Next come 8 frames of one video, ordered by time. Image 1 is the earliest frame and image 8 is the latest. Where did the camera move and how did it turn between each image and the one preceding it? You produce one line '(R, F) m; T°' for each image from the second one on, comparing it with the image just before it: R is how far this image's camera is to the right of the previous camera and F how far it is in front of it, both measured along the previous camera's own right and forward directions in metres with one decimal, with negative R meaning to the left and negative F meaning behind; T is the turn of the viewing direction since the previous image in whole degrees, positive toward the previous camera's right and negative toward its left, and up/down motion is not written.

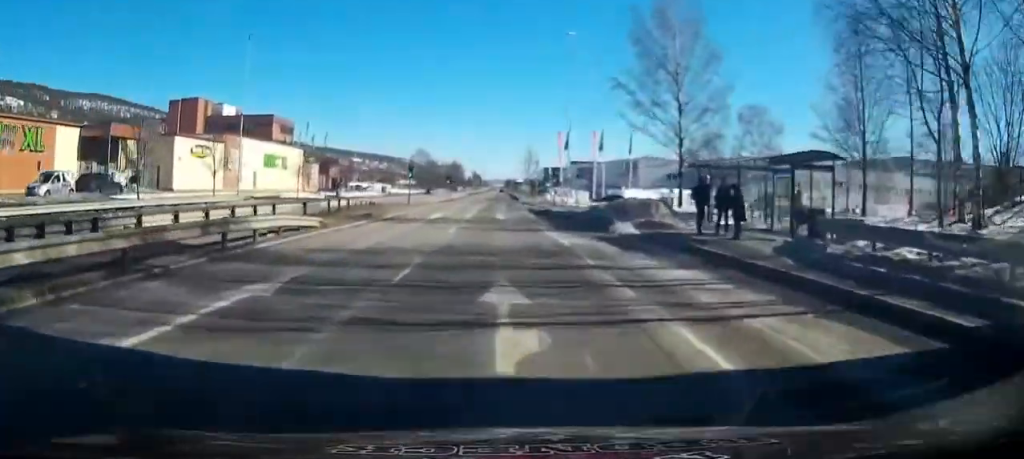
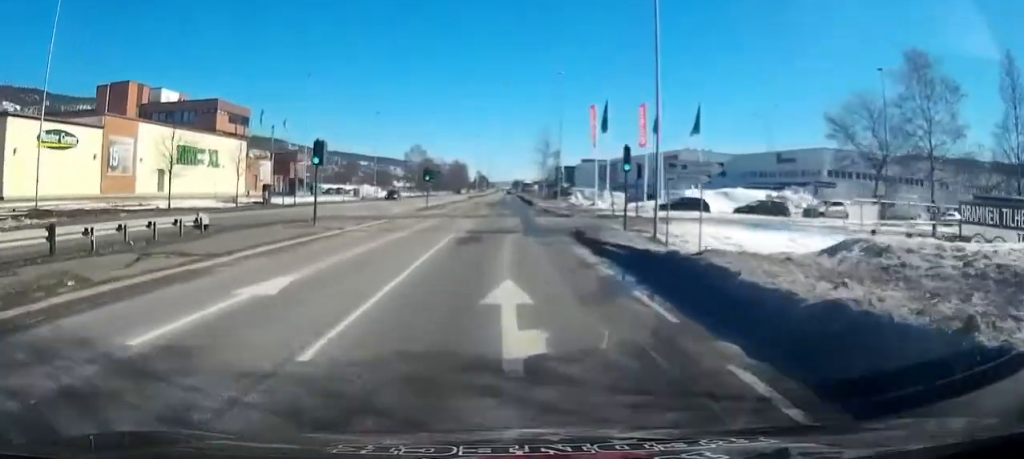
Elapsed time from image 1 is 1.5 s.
(+0.3, +26.7) m; +2°
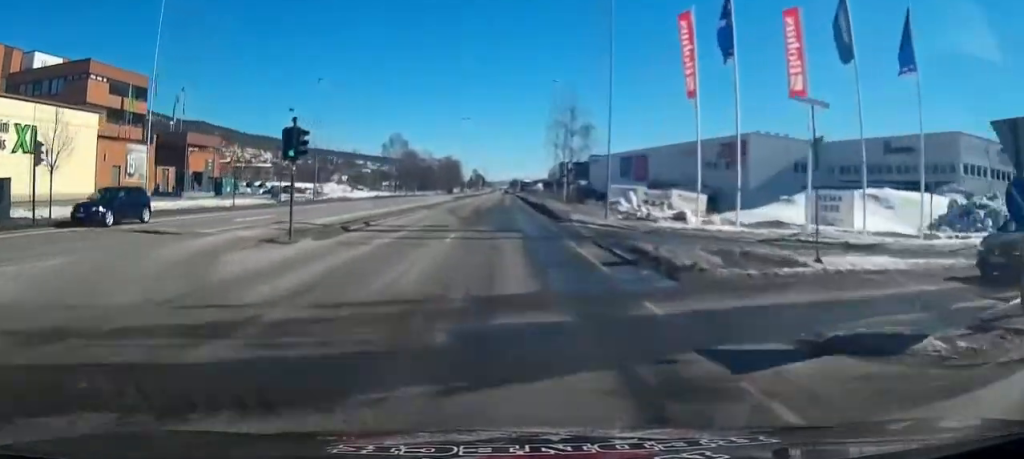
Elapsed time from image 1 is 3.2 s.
(0.0, +31.8) m; 0°
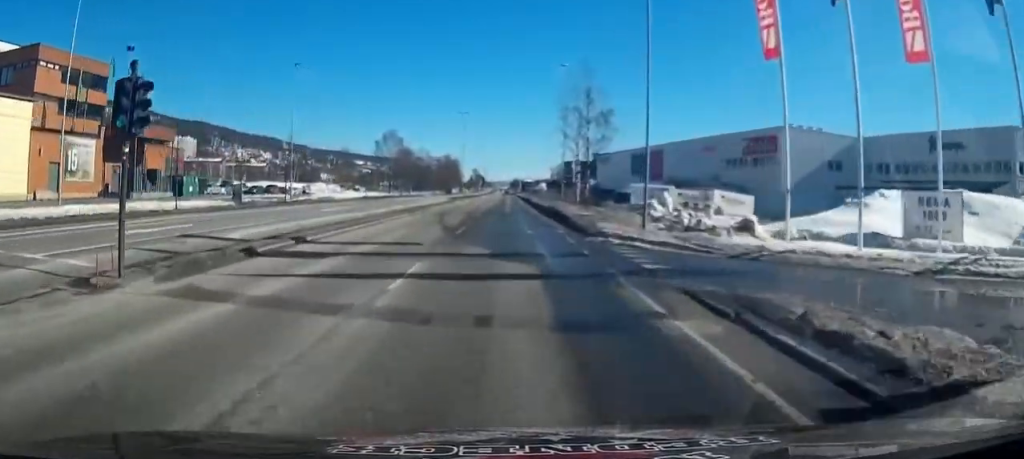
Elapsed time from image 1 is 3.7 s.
(+0.2, +8.9) m; -1°
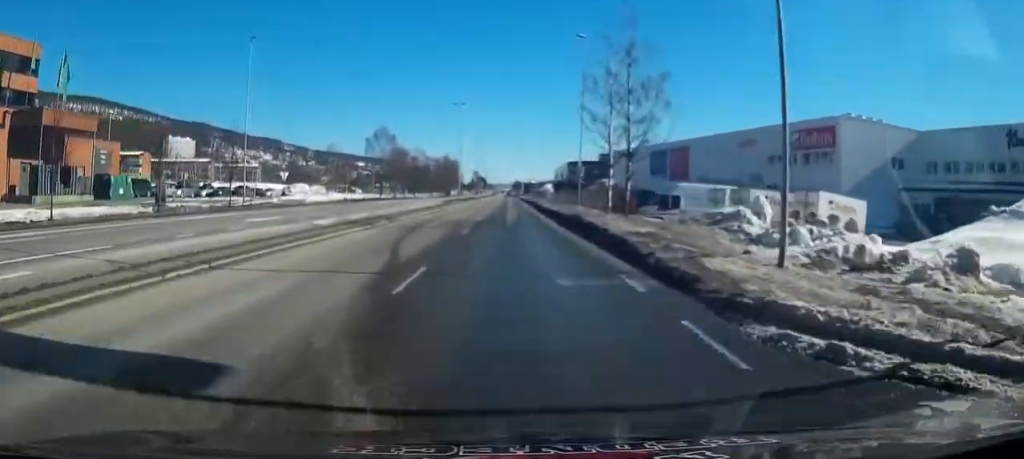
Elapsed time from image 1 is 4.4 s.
(0.0, +12.4) m; -1°
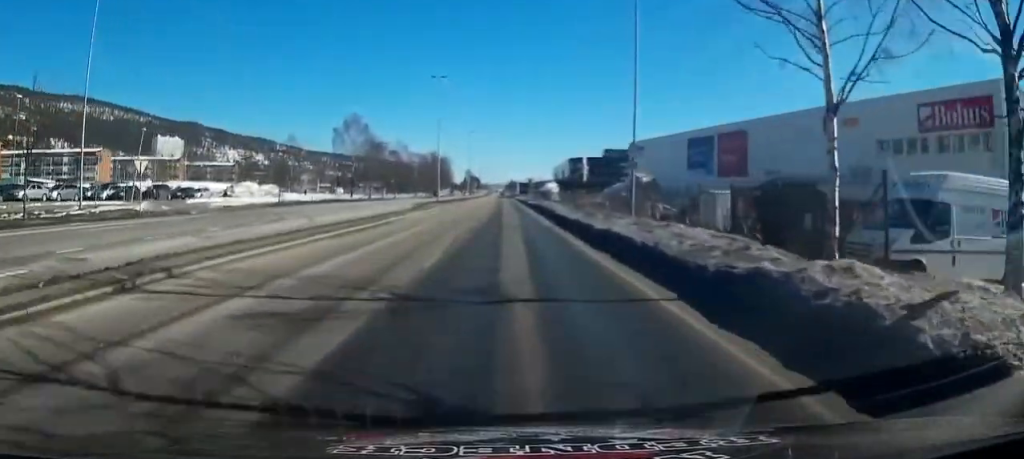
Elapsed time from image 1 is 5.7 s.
(-0.5, +21.8) m; -1°
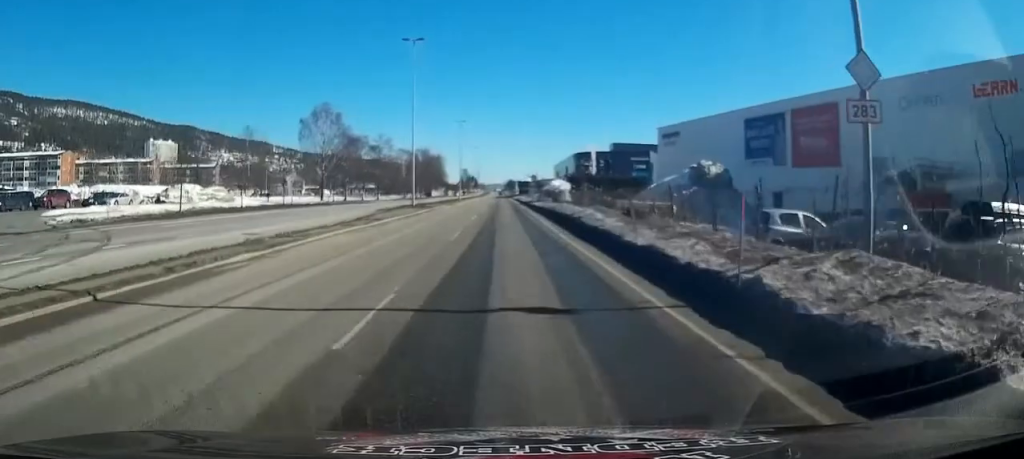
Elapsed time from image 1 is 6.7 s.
(+0.2, +18.3) m; 0°
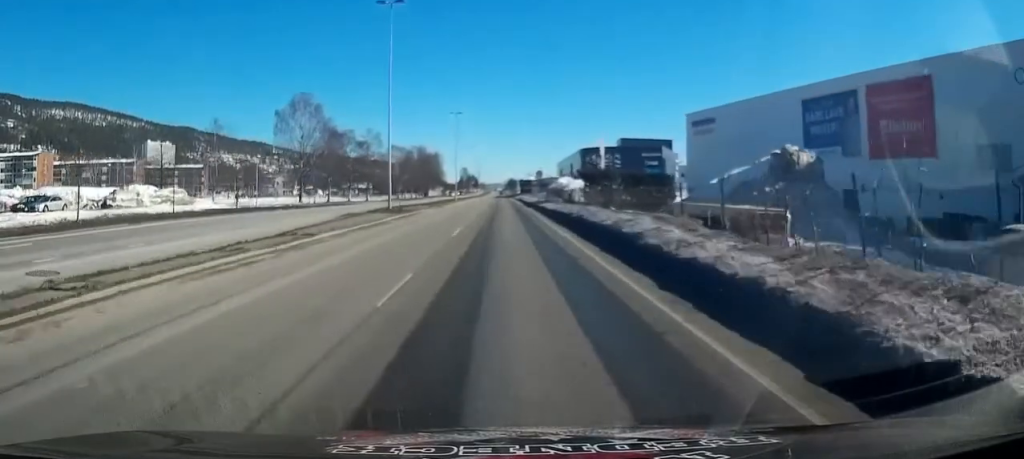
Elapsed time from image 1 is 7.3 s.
(0.0, +11.2) m; 0°
